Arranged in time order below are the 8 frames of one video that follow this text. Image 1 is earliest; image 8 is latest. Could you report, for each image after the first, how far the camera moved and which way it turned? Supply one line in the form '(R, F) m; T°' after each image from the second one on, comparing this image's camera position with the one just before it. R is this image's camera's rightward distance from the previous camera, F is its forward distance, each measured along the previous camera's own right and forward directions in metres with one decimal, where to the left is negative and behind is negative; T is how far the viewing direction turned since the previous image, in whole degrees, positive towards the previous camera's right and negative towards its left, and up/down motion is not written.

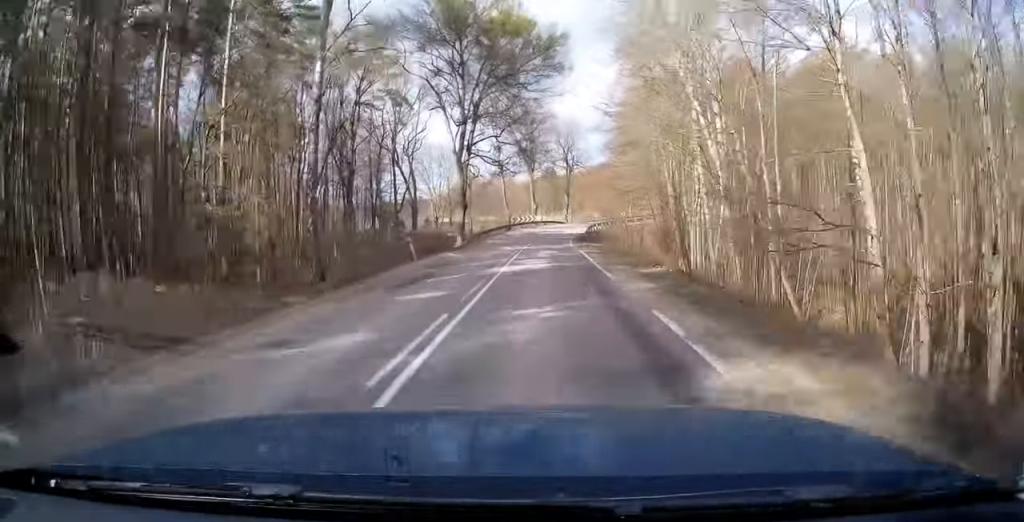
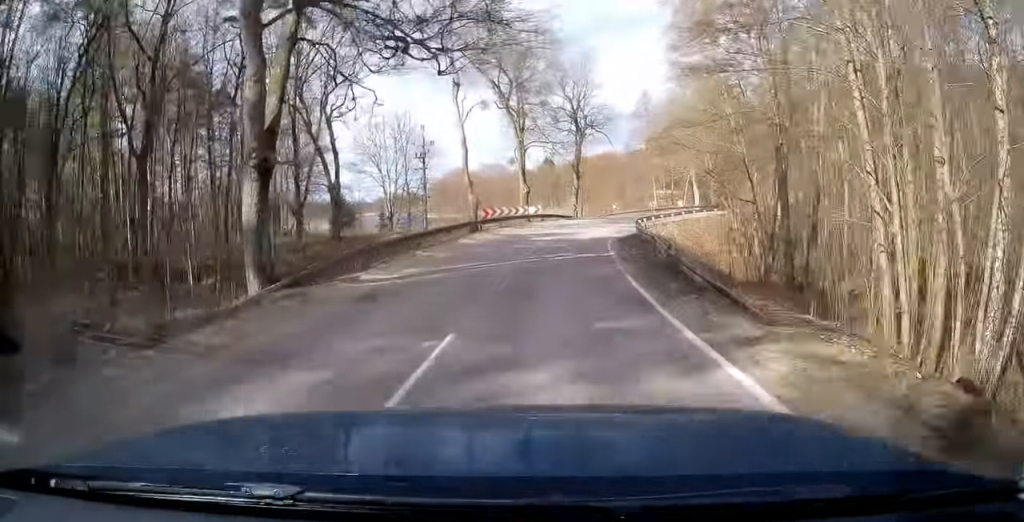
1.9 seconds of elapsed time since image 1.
(0.0, +30.9) m; +5°
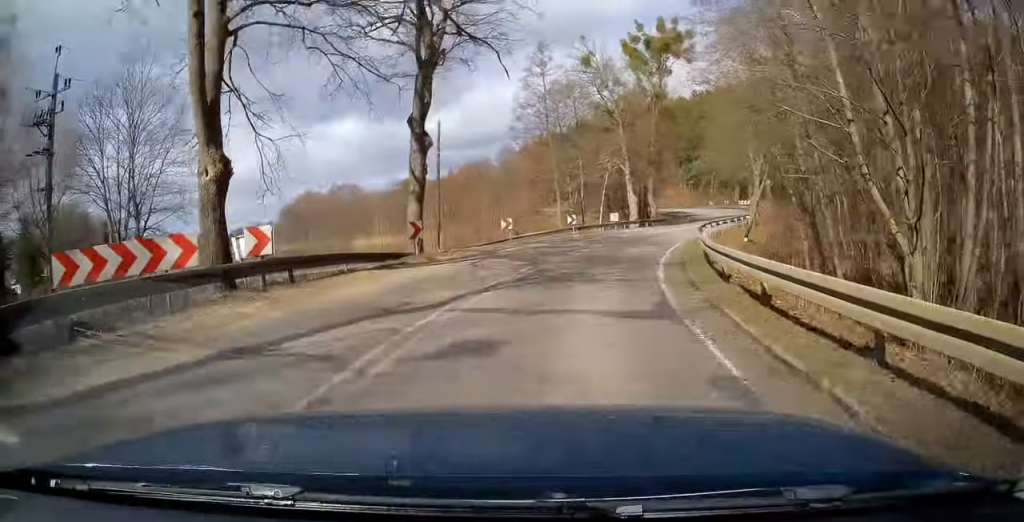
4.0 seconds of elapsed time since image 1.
(+1.9, +33.6) m; +11°
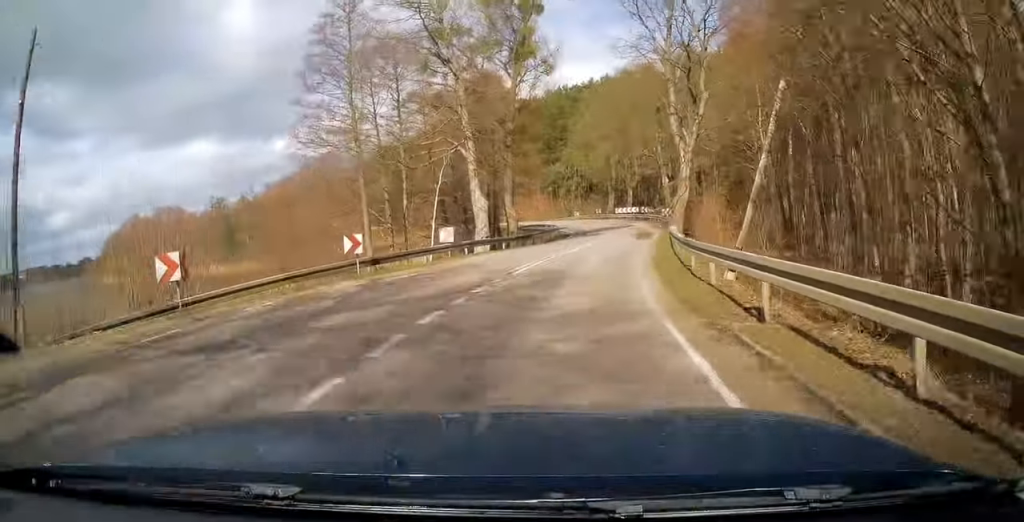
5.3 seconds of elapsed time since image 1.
(+1.3, +20.8) m; +10°
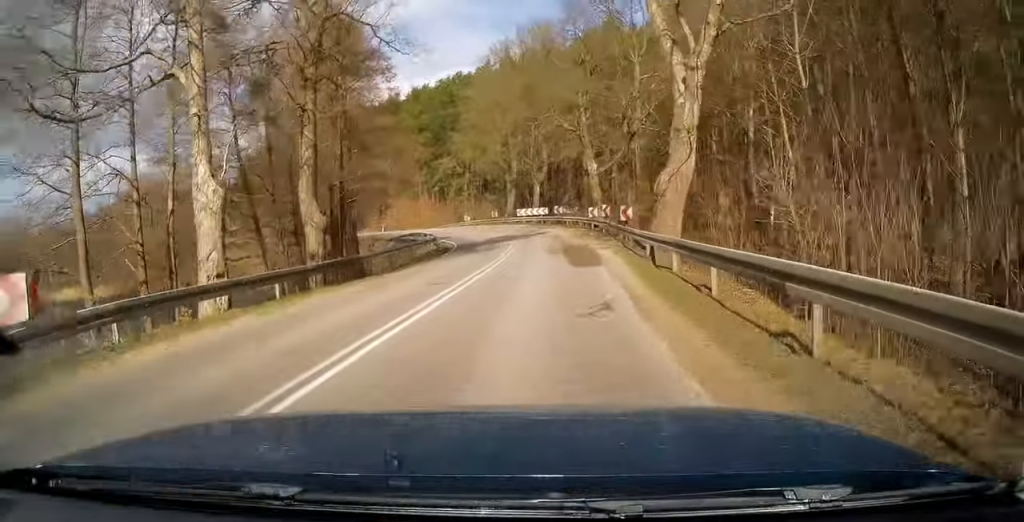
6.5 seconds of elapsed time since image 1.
(+1.9, +18.3) m; +2°
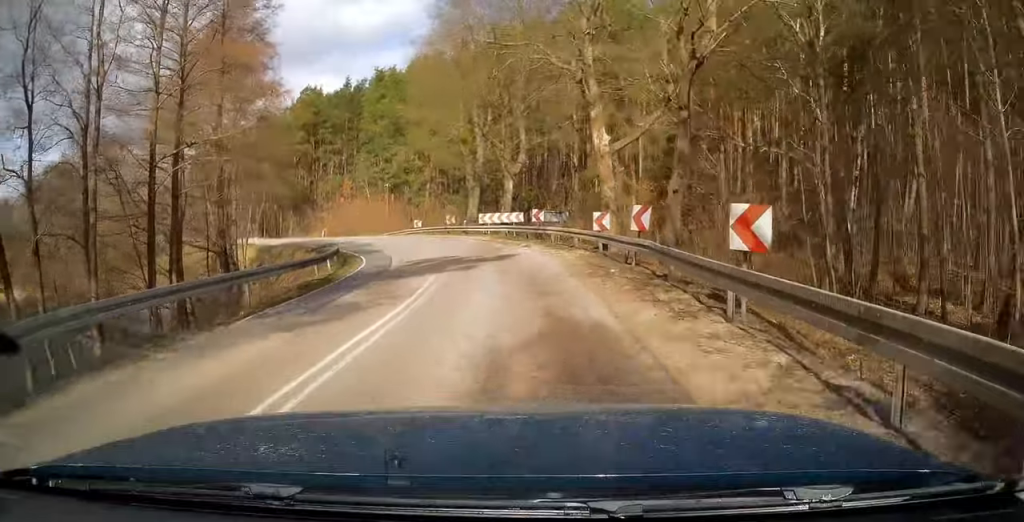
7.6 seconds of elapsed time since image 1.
(+2.5, +17.1) m; 0°
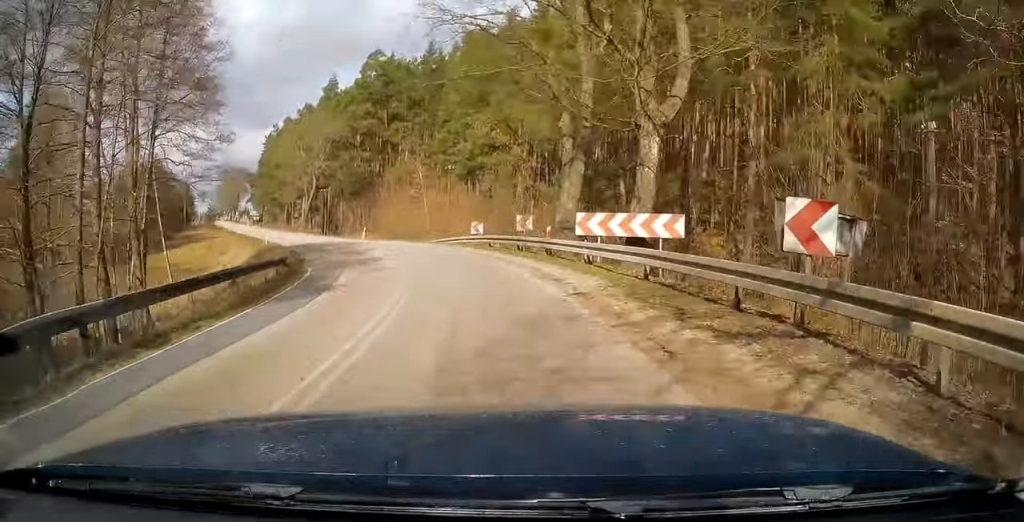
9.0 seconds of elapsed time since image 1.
(-1.0, +22.9) m; -7°
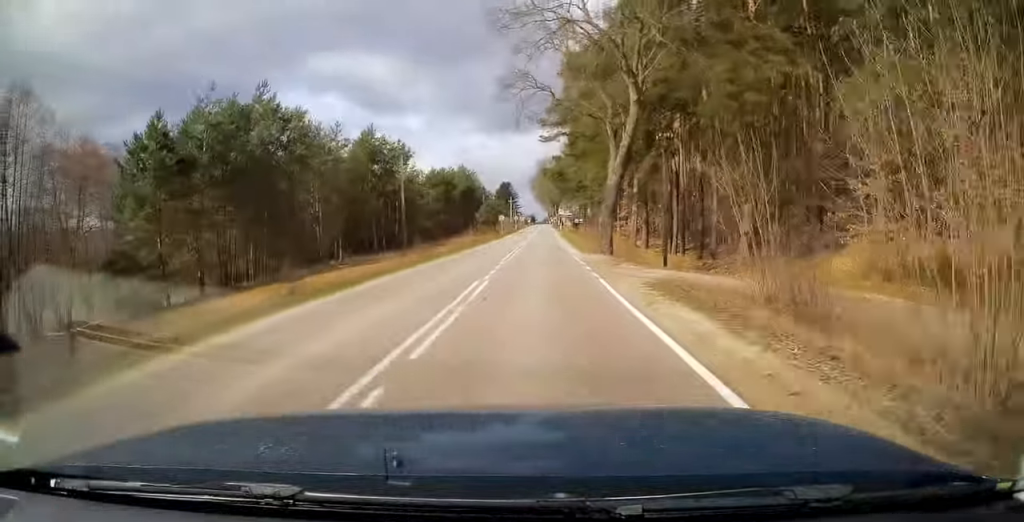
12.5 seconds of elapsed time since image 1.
(-12.2, +53.4) m; -20°
